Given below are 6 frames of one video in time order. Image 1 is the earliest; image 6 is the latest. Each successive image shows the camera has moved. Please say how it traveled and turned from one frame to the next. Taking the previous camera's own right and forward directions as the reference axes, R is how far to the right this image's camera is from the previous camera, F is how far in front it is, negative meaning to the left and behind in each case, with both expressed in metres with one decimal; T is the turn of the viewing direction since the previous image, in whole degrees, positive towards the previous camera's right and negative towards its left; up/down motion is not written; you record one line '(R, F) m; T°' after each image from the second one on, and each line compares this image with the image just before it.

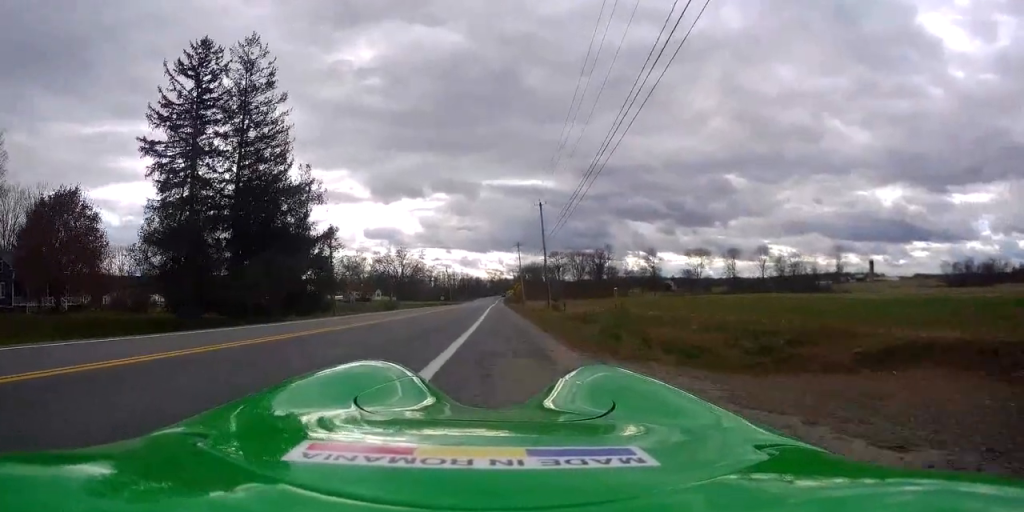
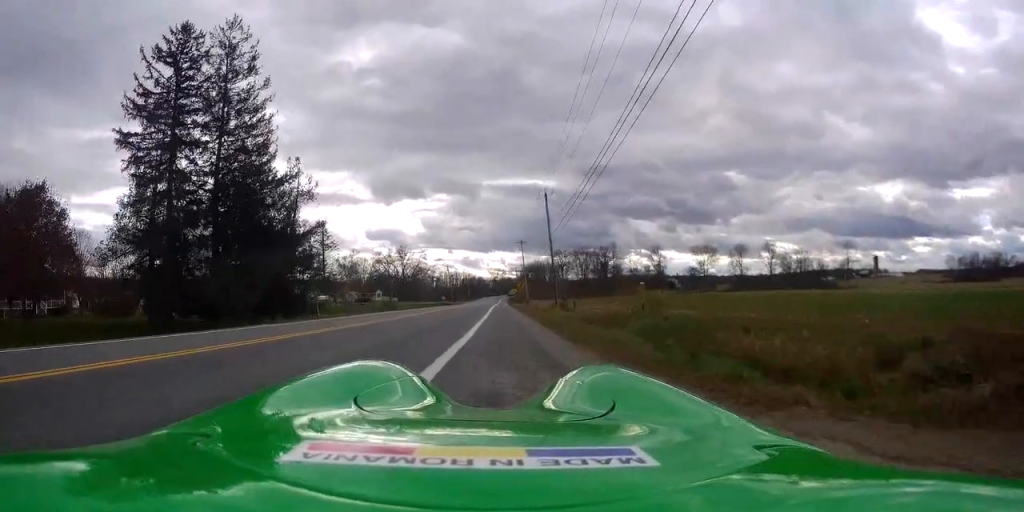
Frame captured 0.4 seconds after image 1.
(+0.1, +4.2) m; 0°
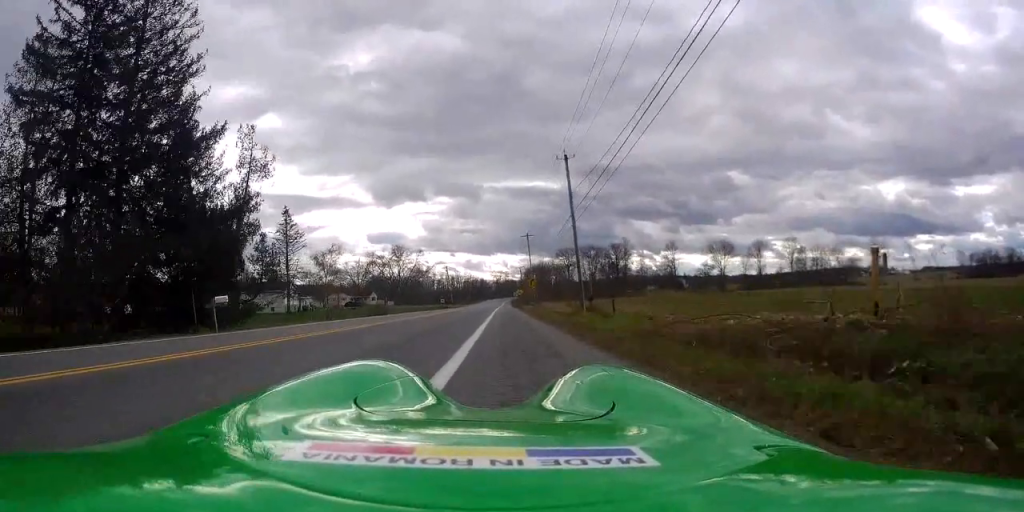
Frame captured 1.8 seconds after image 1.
(-0.5, +14.1) m; -2°
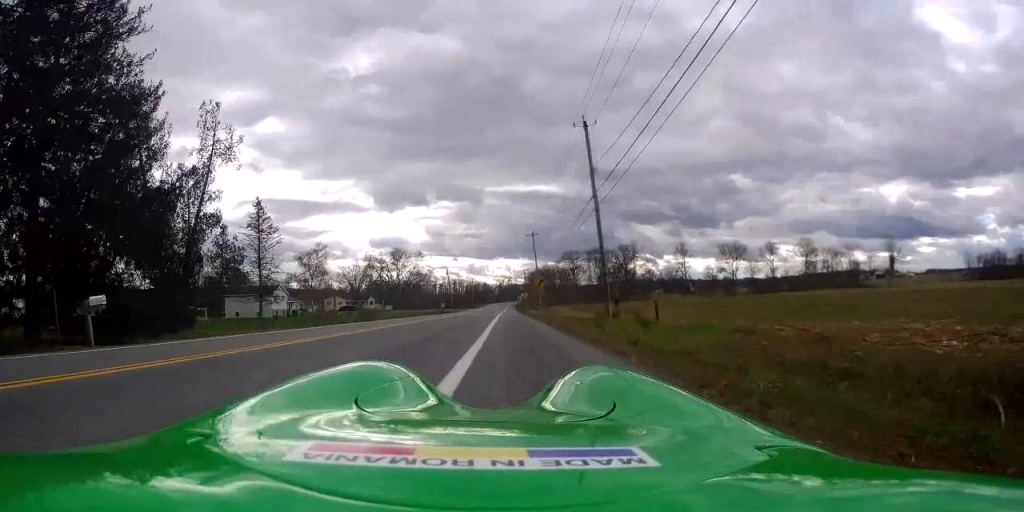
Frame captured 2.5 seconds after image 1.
(0.0, +7.8) m; 0°
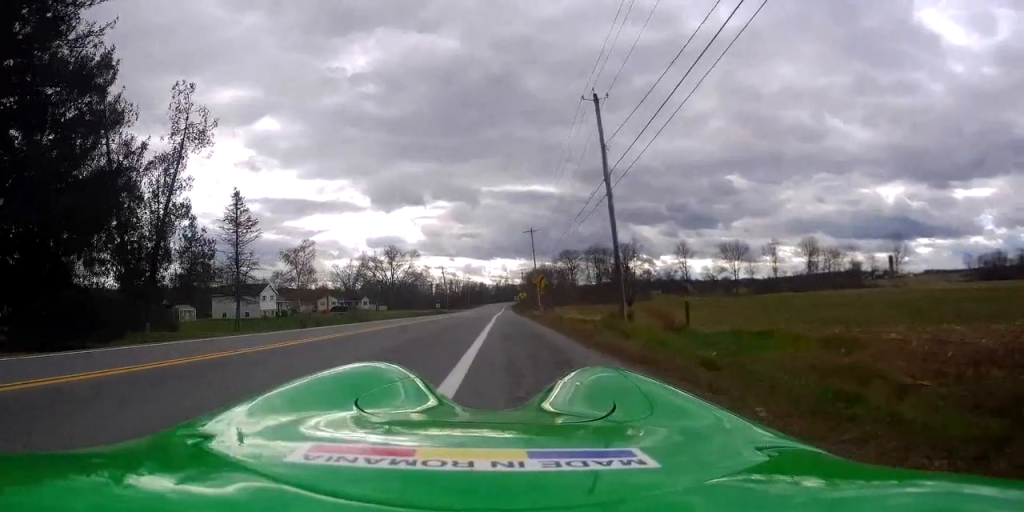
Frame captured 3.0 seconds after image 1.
(0.0, +4.4) m; 0°
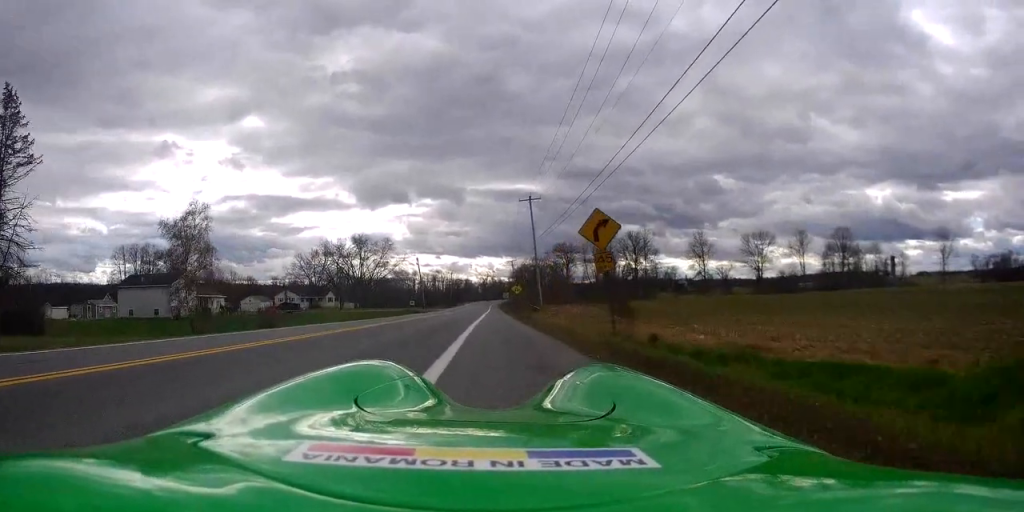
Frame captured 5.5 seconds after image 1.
(+0.1, +26.5) m; +2°
